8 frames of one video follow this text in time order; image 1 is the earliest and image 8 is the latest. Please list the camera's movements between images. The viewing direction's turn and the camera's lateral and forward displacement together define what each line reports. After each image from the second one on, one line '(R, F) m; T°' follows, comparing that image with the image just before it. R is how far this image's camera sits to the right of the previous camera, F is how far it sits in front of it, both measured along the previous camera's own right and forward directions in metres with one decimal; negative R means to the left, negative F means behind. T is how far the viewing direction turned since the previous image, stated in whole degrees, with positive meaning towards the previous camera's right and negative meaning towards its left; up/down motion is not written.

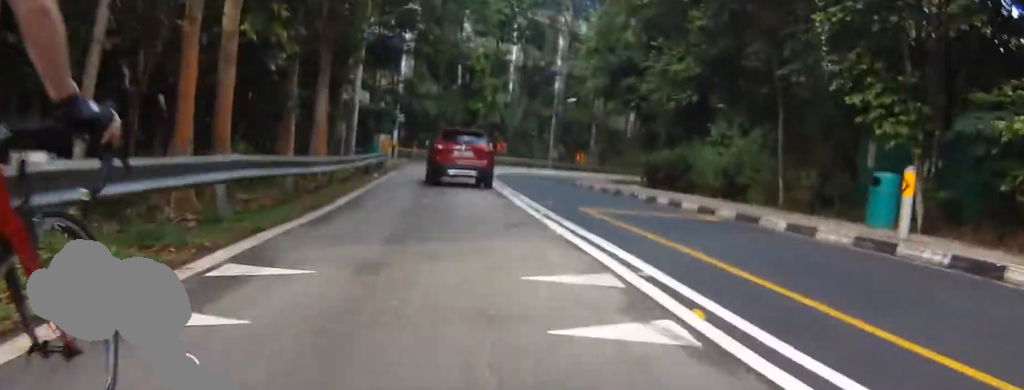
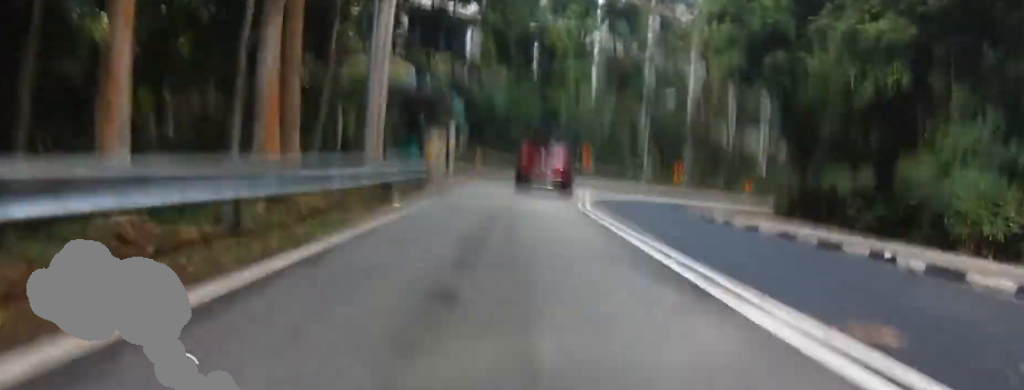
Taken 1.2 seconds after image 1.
(-0.9, +9.4) m; -21°
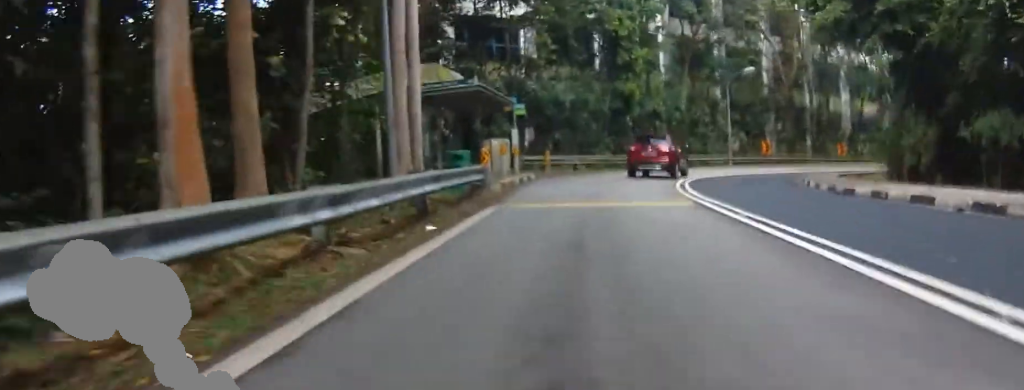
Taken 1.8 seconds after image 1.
(-0.8, +4.7) m; -12°
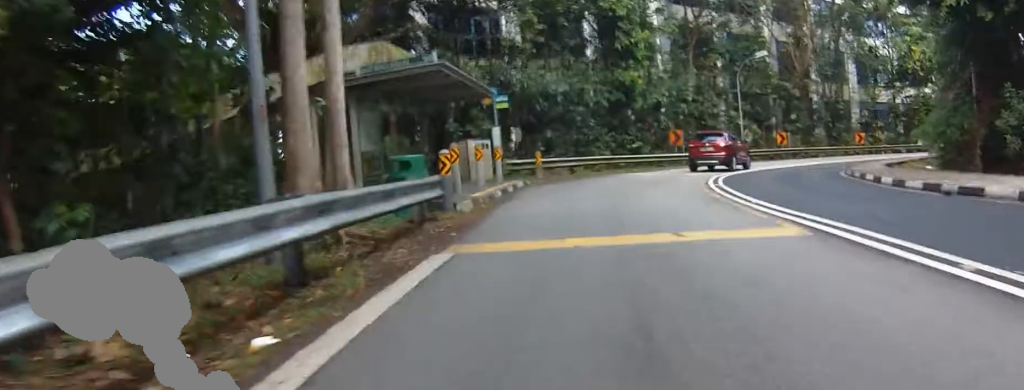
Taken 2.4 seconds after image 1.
(-0.7, +5.9) m; -6°
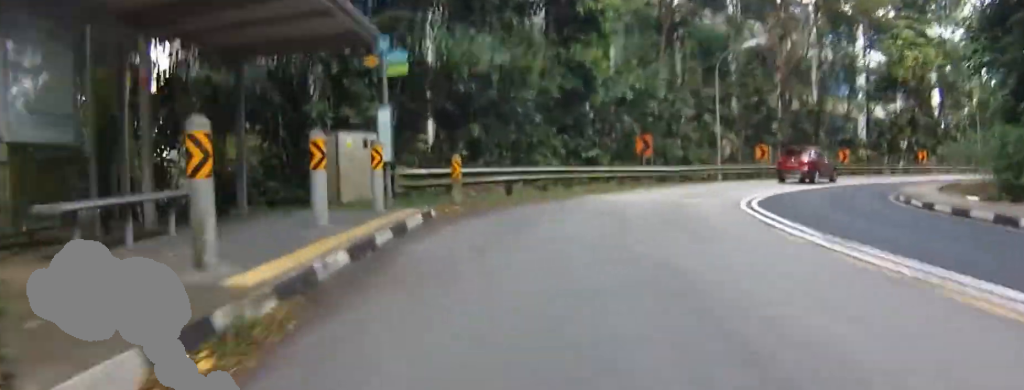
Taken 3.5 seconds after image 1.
(-0.4, +9.9) m; -3°
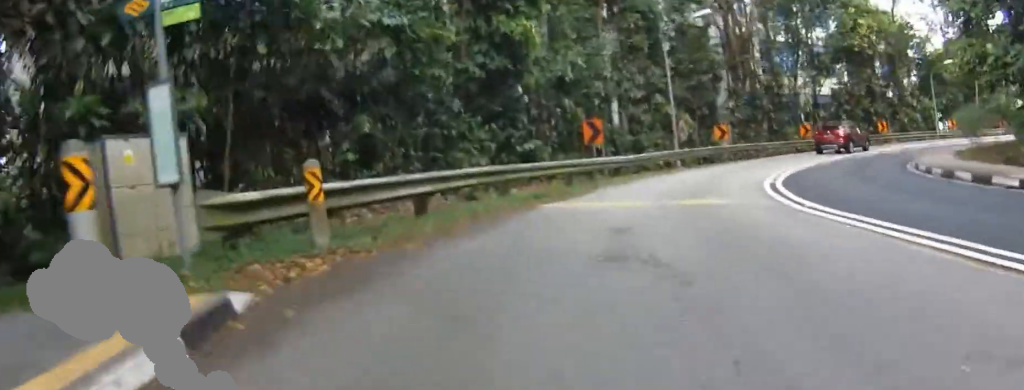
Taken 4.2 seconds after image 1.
(+0.1, +6.2) m; -1°
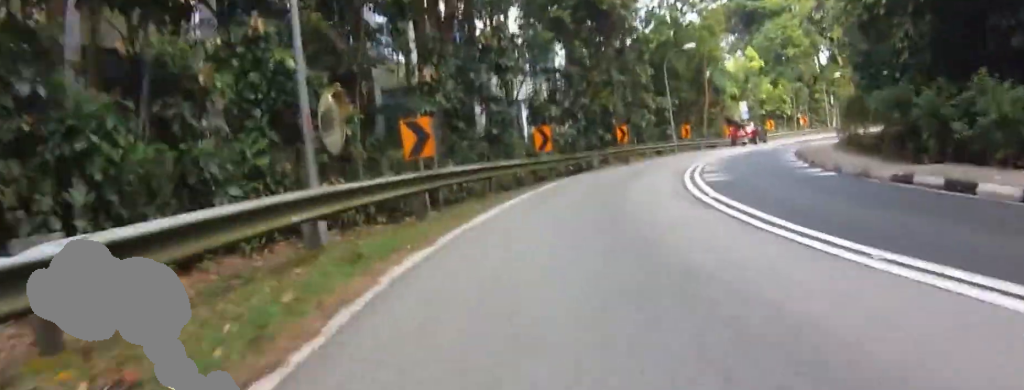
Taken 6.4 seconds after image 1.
(-0.3, +19.9) m; +3°
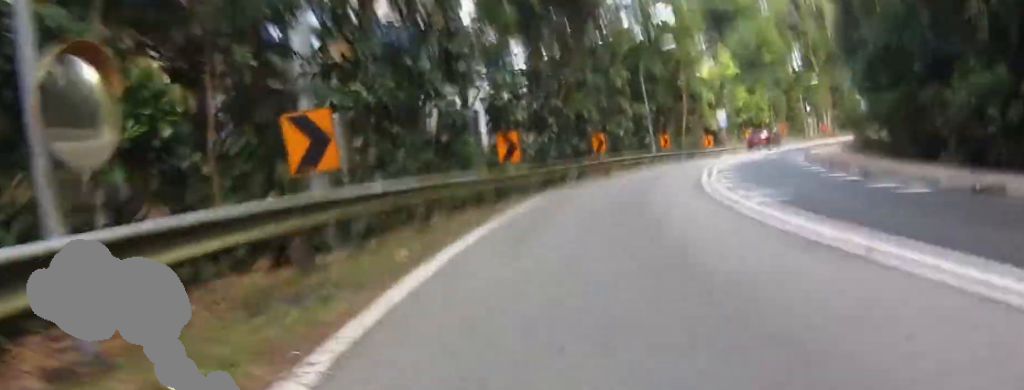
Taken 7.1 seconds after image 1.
(-0.5, +5.5) m; +3°
